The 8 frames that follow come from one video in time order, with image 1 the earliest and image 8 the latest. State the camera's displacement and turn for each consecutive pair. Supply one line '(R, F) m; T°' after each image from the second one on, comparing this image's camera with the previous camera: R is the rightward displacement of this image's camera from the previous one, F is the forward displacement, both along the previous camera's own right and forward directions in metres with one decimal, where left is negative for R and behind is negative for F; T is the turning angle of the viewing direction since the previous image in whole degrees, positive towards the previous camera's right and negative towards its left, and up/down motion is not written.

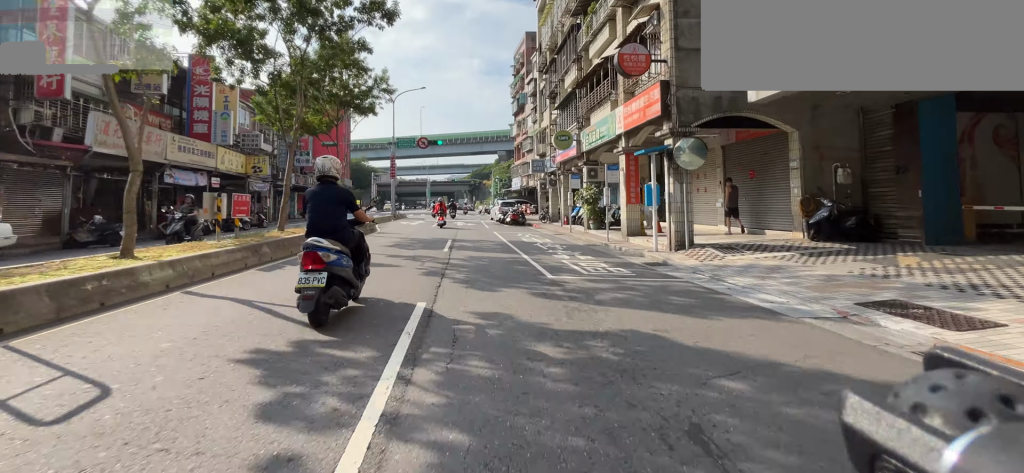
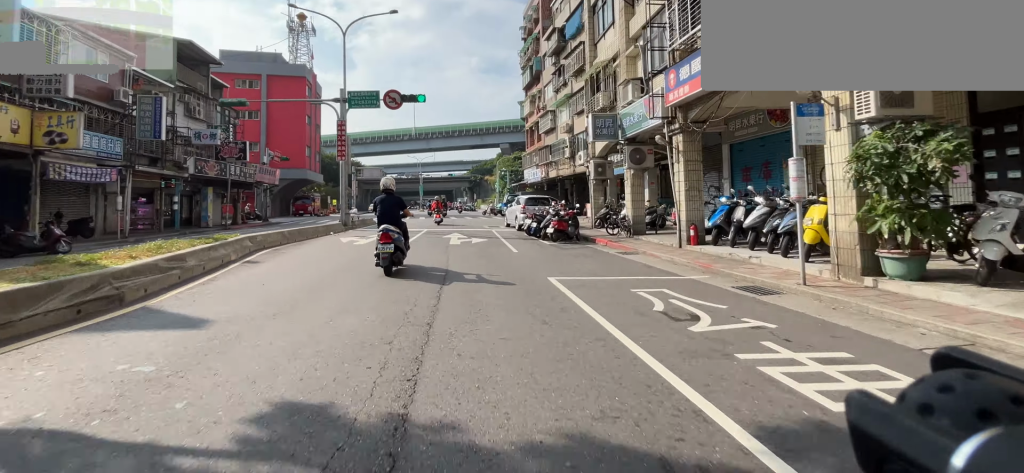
(0.0, +11.6) m; 0°
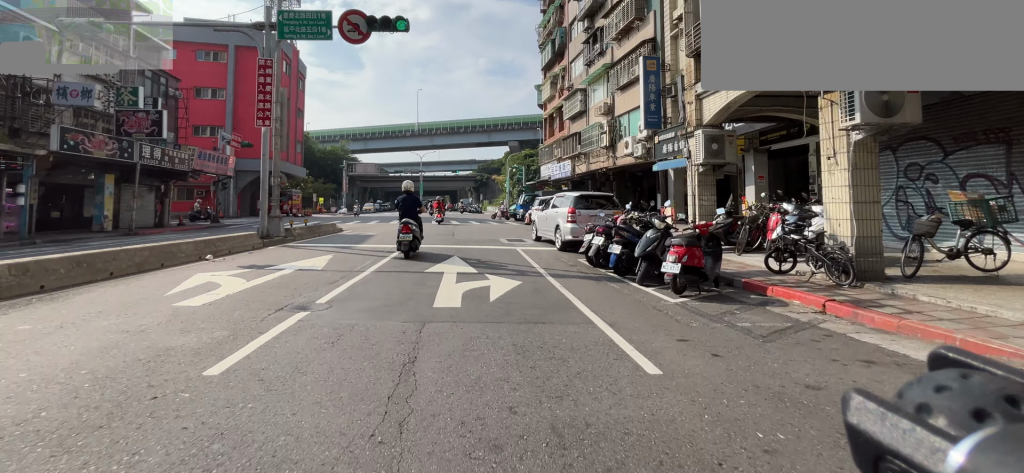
(0.0, +8.0) m; 0°
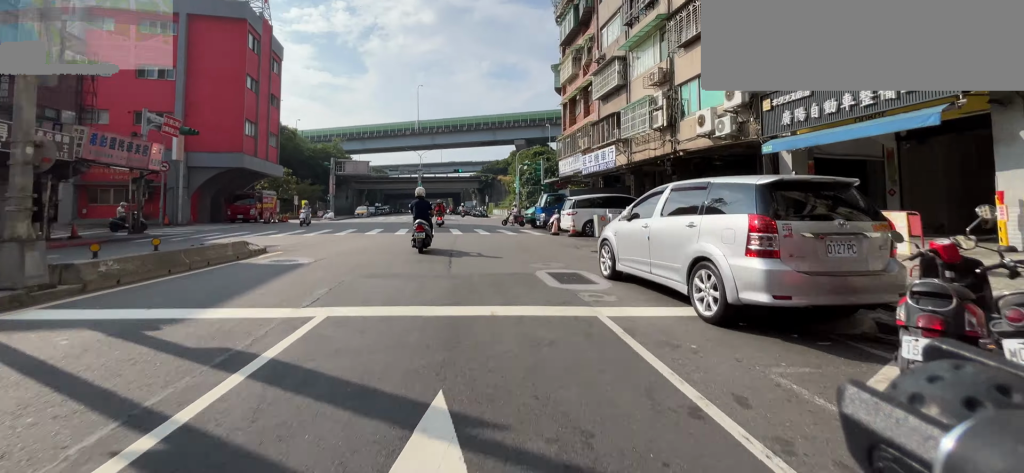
(0.0, +7.4) m; 0°
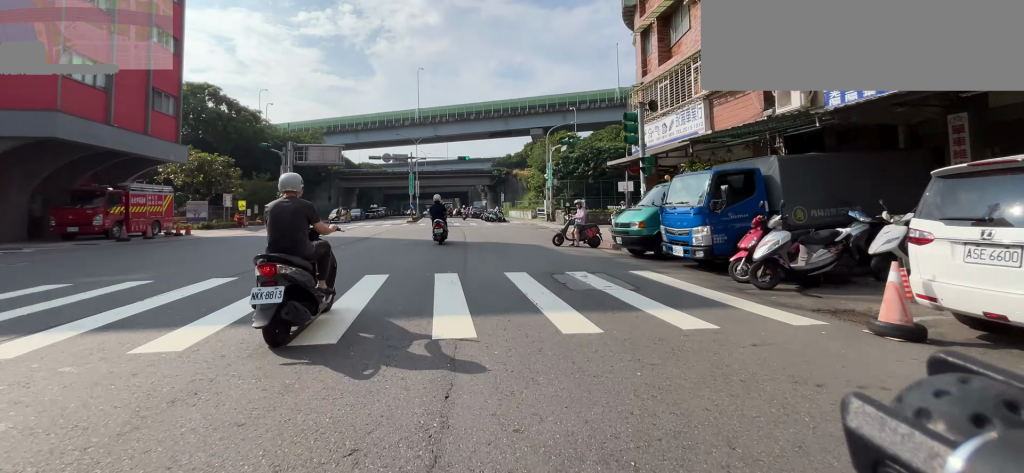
(-0.1, +17.5) m; -1°
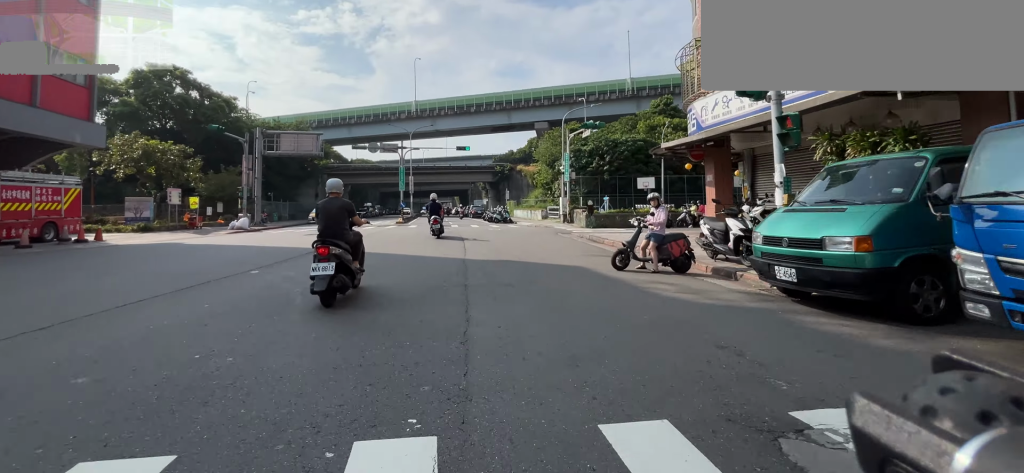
(0.0, +7.2) m; -1°
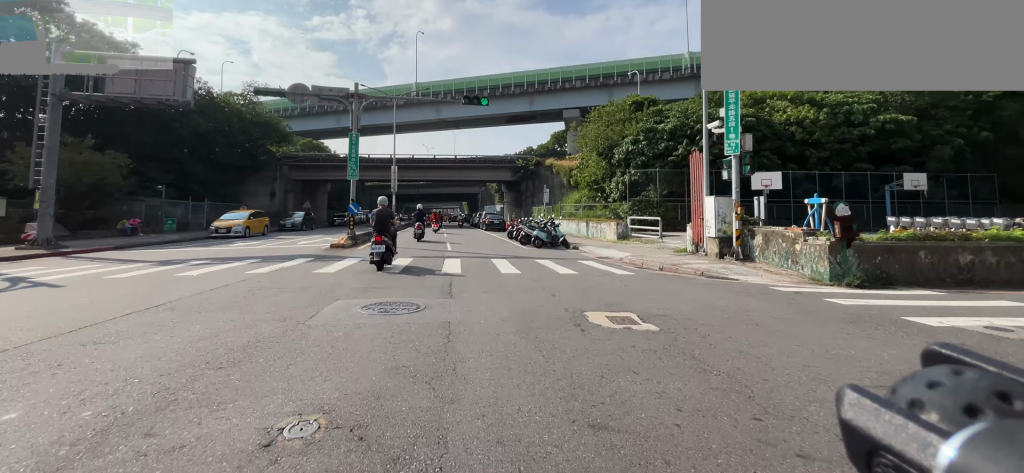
(-0.3, +20.1) m; -2°
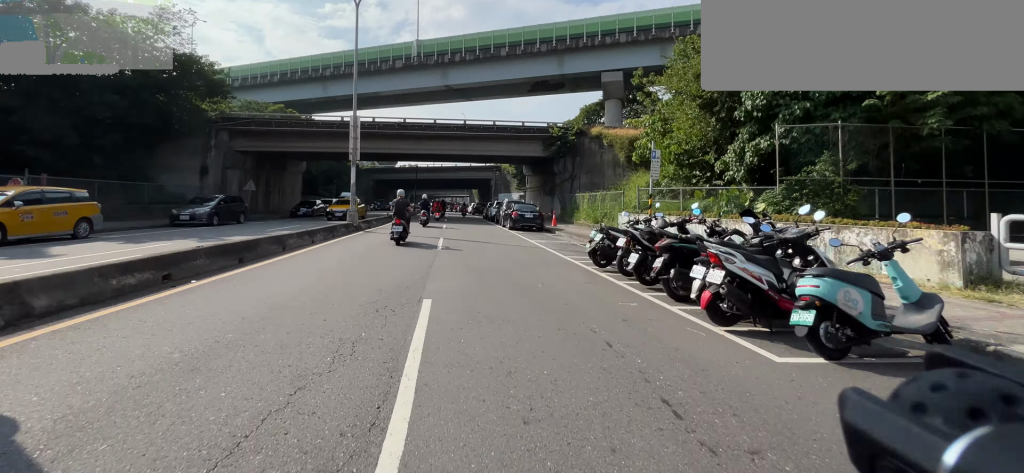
(-0.1, +15.1) m; 0°
